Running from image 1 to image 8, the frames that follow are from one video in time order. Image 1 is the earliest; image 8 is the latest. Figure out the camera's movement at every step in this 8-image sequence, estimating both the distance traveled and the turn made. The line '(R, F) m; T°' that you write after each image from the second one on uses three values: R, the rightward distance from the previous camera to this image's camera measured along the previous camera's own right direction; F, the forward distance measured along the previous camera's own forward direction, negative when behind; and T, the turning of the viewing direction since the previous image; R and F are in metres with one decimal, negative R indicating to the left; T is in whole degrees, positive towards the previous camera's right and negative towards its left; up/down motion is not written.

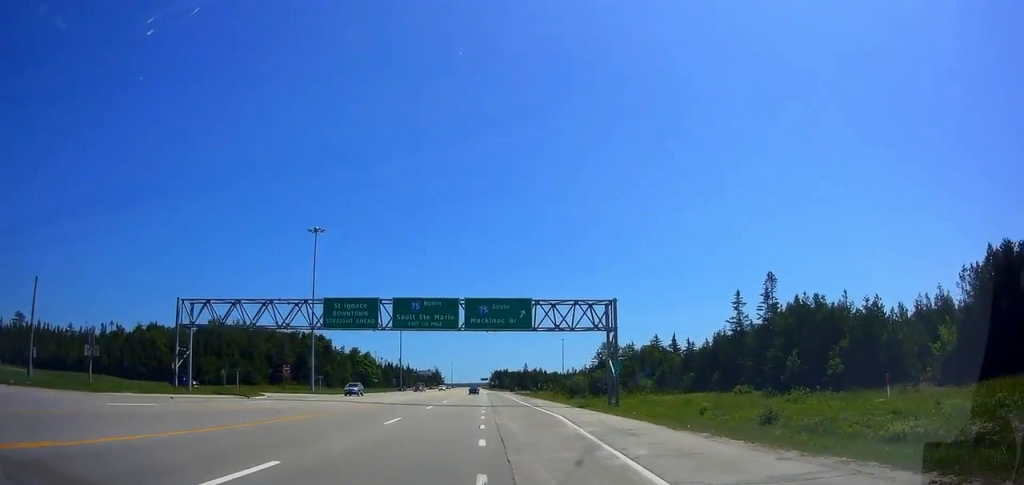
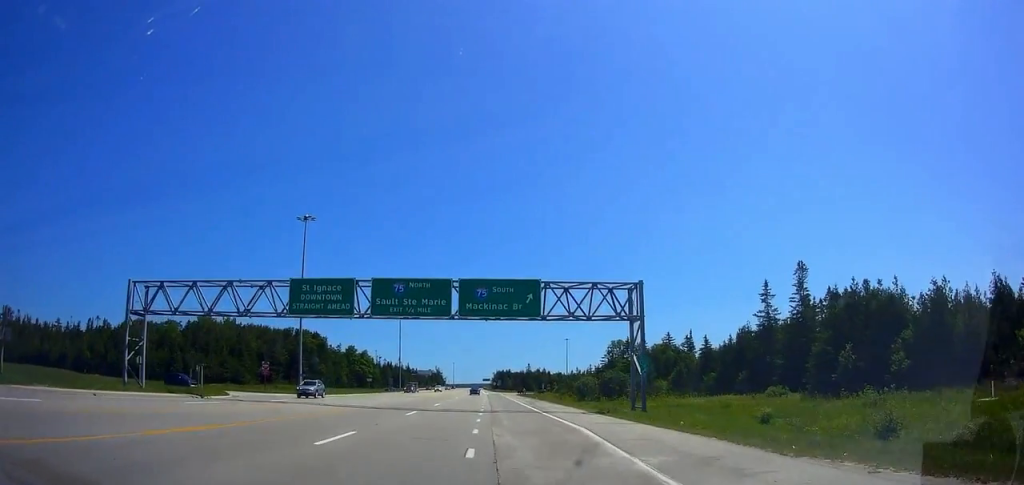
(0.0, +7.3) m; 0°
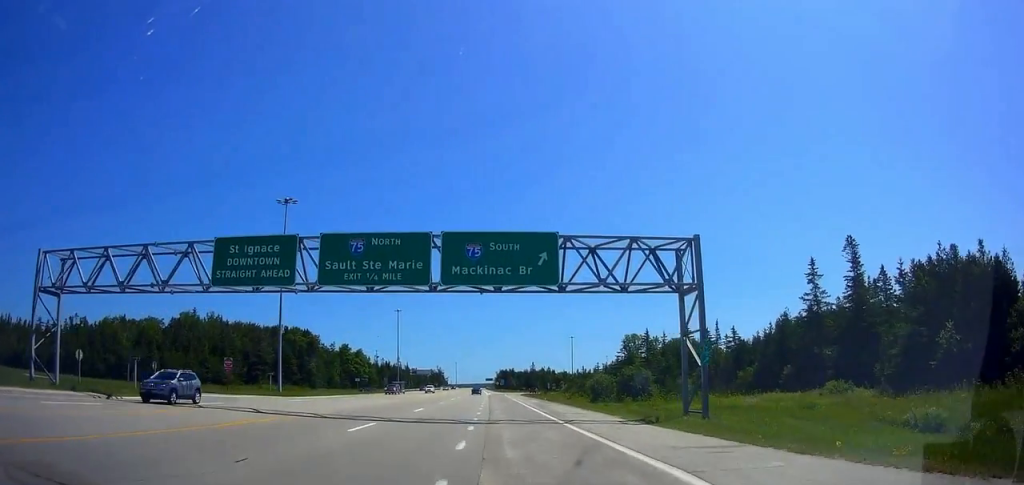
(+0.1, +10.2) m; +1°
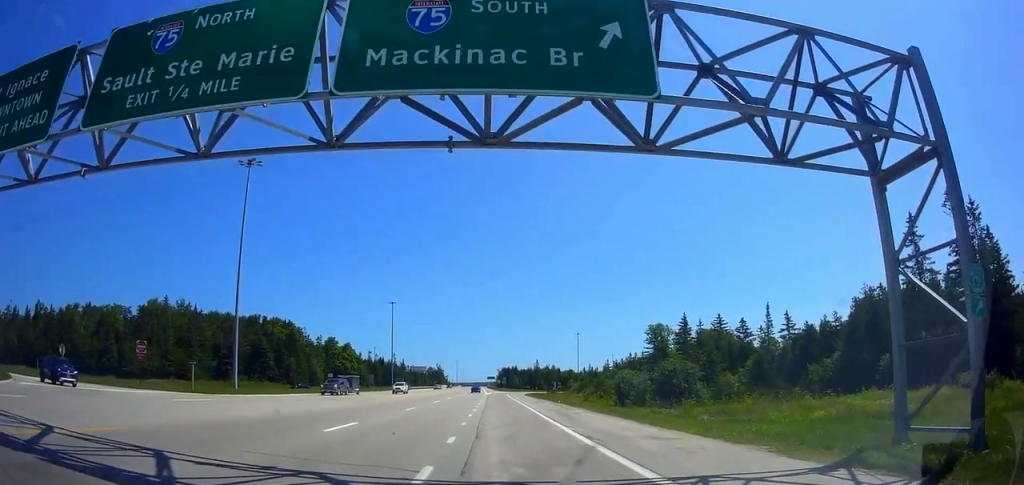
(+0.1, +15.6) m; +1°
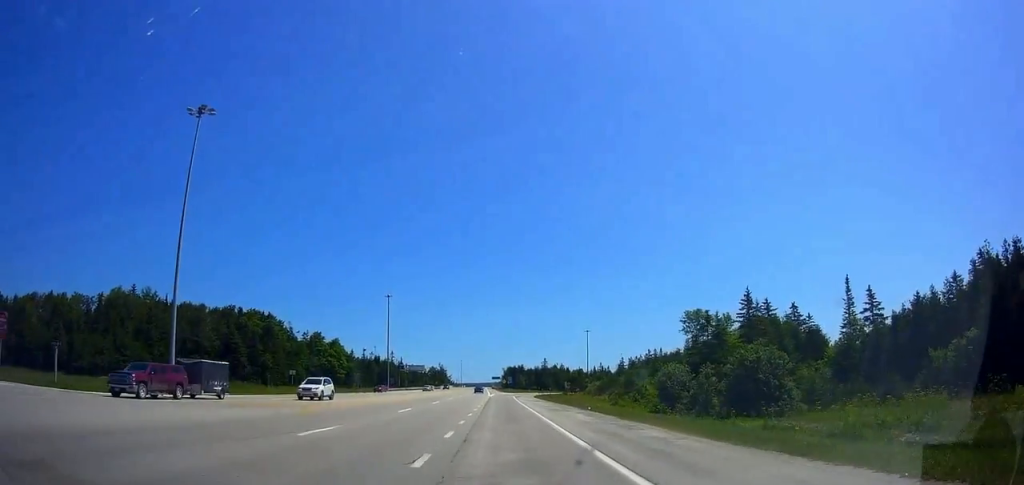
(0.0, +16.1) m; -2°
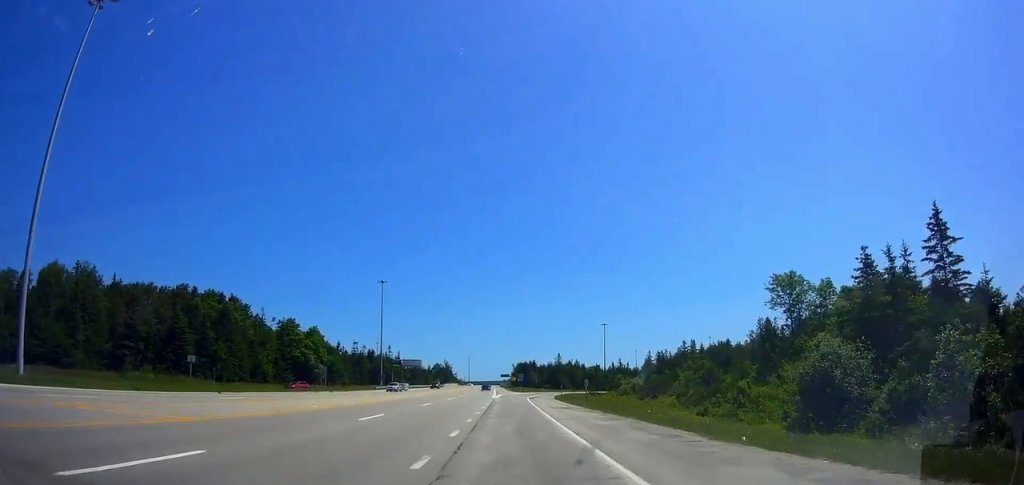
(-0.9, +23.3) m; 0°
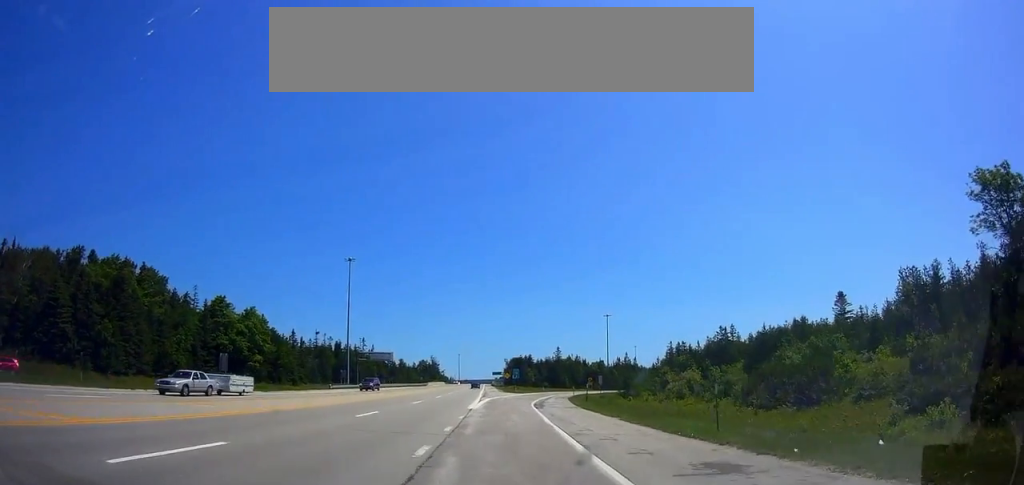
(+0.5, +28.4) m; +1°
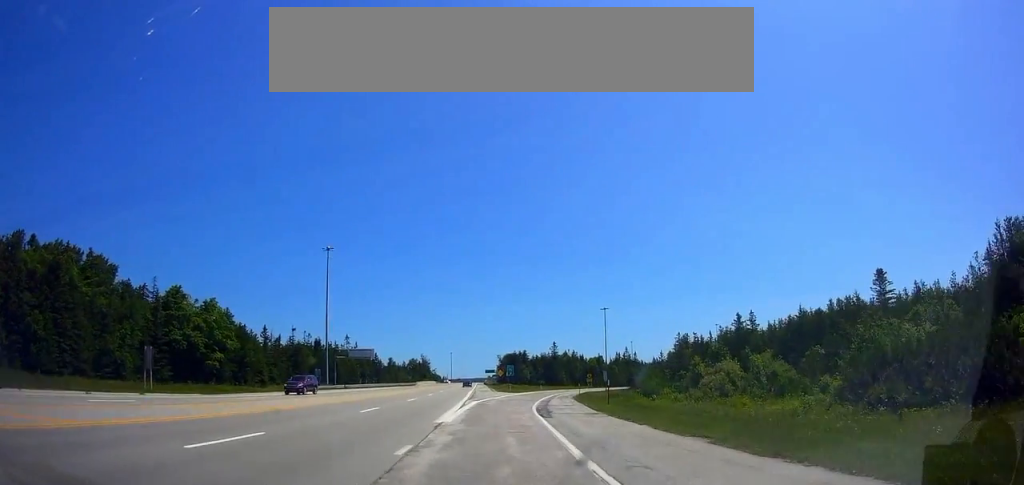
(-0.1, +12.0) m; +1°
